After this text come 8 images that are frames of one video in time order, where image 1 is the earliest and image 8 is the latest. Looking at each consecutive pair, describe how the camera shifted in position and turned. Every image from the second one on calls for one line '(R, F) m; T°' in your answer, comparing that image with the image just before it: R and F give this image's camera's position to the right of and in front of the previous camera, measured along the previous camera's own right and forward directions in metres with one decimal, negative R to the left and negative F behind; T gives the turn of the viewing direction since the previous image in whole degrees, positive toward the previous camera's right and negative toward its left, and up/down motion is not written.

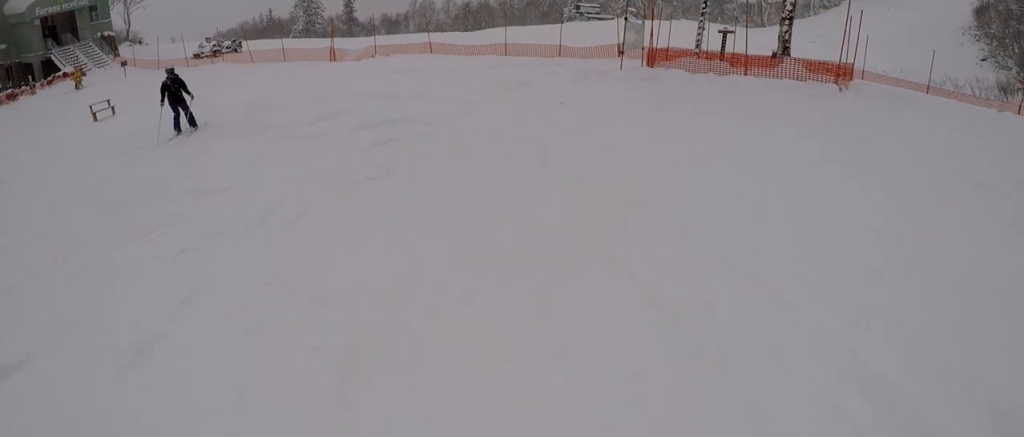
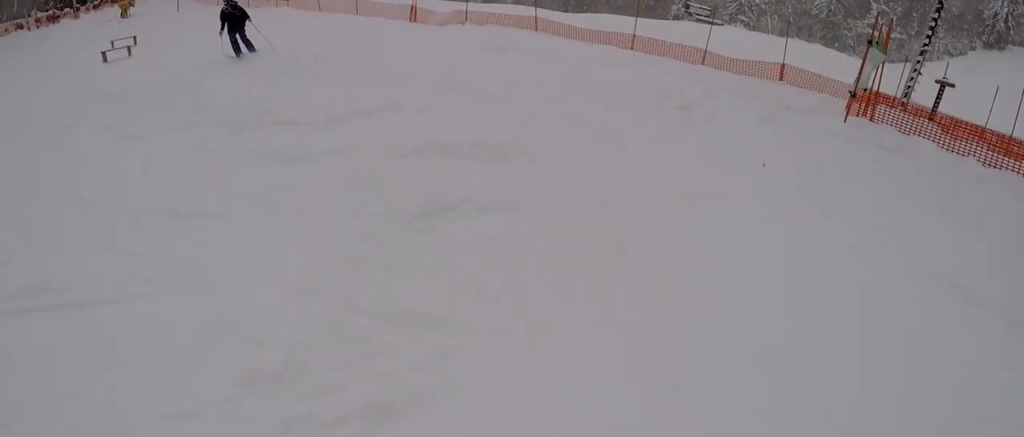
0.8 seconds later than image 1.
(+0.1, +5.1) m; -15°
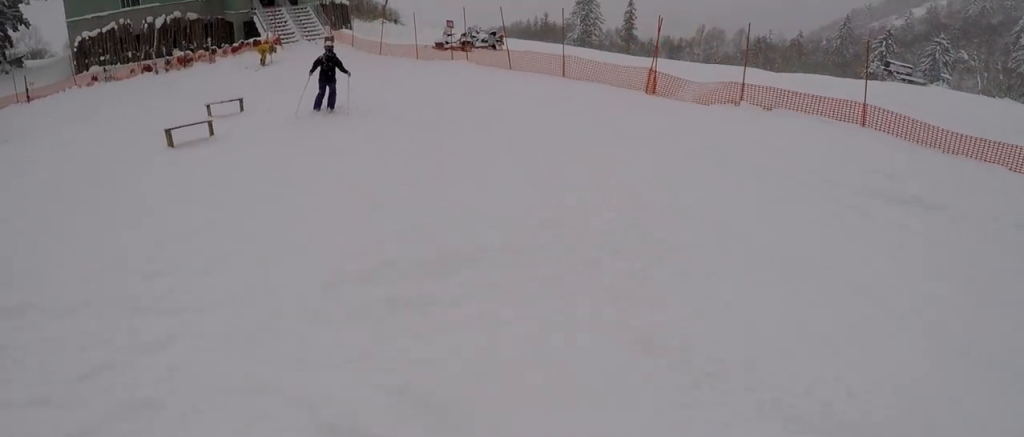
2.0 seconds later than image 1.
(-2.4, +7.7) m; -23°
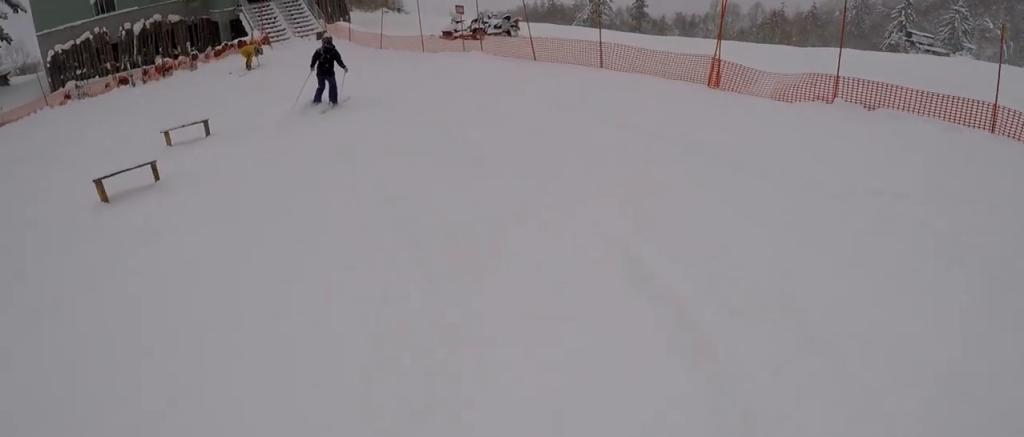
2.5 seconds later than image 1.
(-0.2, +3.0) m; +5°
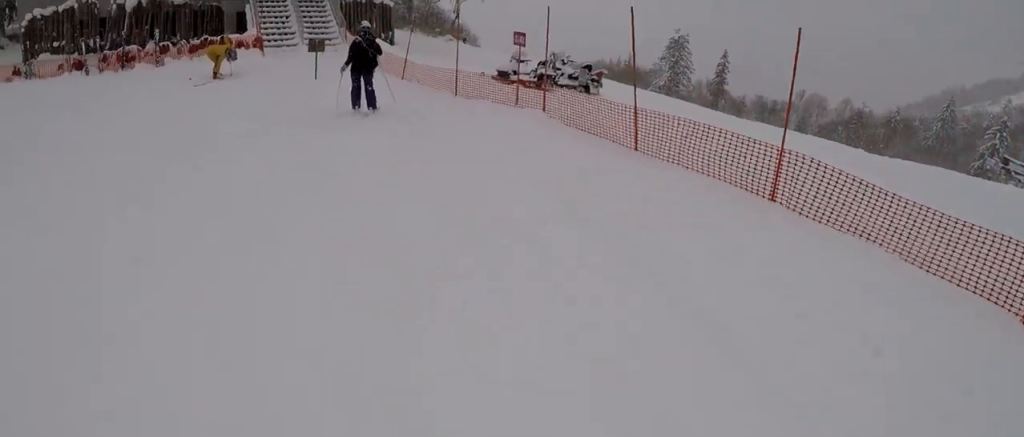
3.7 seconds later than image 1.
(+1.0, +7.2) m; +9°
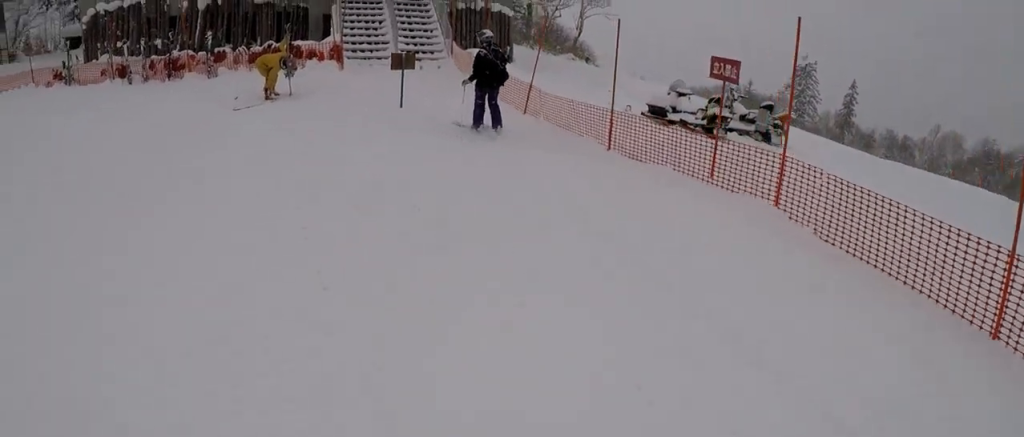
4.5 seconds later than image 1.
(-0.1, +4.8) m; -11°
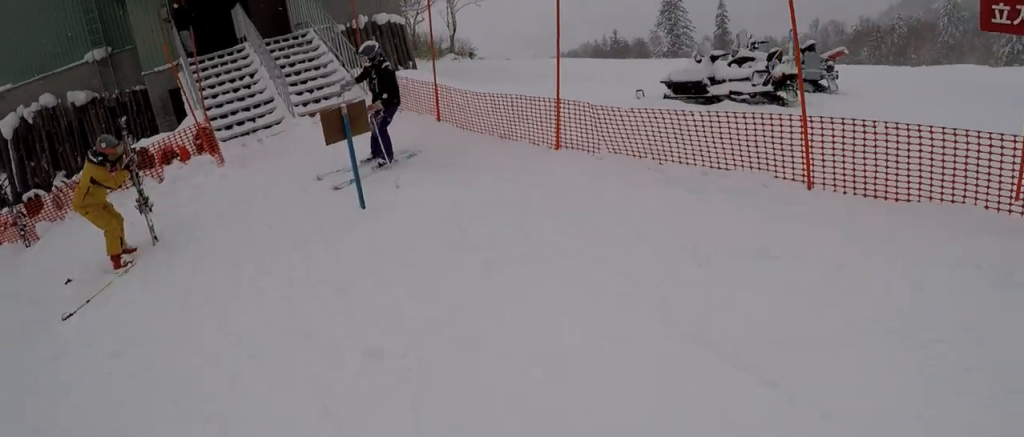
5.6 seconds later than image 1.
(-1.2, +5.0) m; -21°
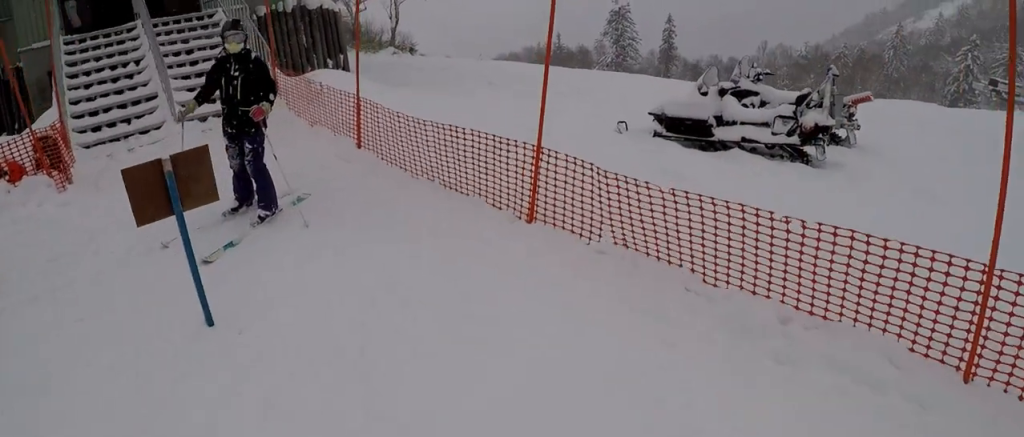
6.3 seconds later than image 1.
(-0.3, +2.7) m; +3°
